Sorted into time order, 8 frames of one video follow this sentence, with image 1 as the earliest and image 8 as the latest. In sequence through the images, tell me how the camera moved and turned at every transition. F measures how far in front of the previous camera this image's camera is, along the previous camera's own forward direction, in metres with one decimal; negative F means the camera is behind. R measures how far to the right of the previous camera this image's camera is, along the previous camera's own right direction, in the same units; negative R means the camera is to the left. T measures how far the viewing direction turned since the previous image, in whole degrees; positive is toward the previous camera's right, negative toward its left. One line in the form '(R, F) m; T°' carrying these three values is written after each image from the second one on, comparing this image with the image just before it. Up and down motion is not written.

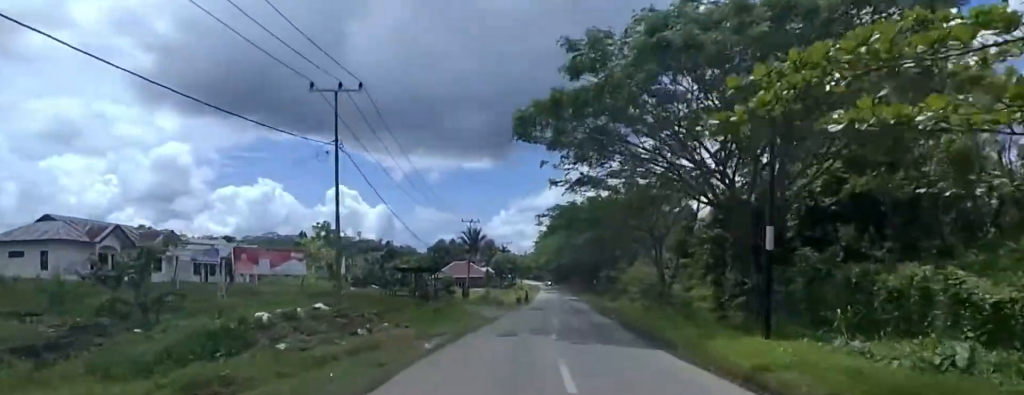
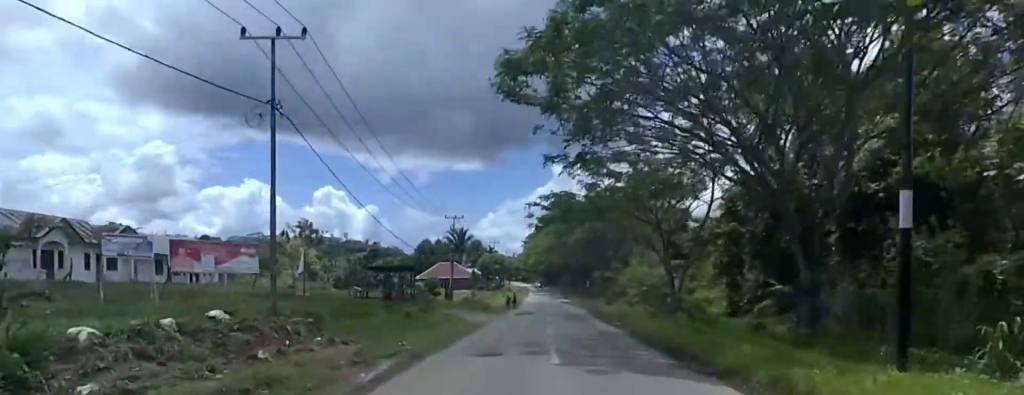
(0.0, +4.7) m; 0°
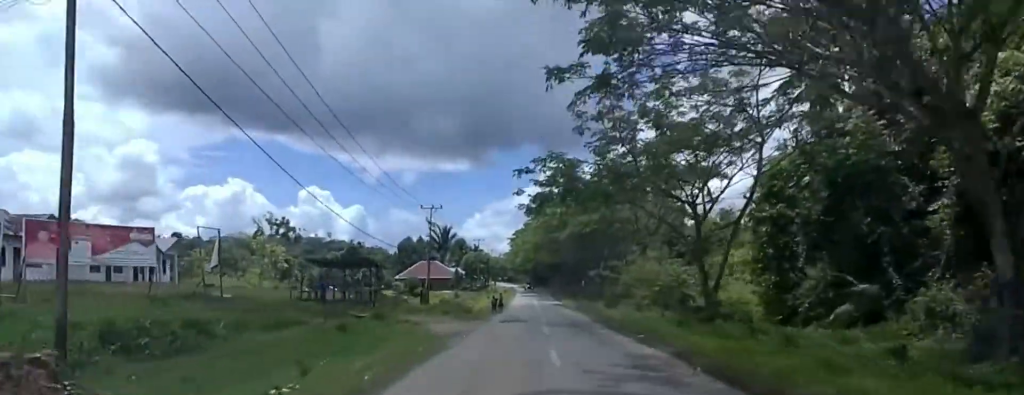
(0.0, +7.5) m; 0°
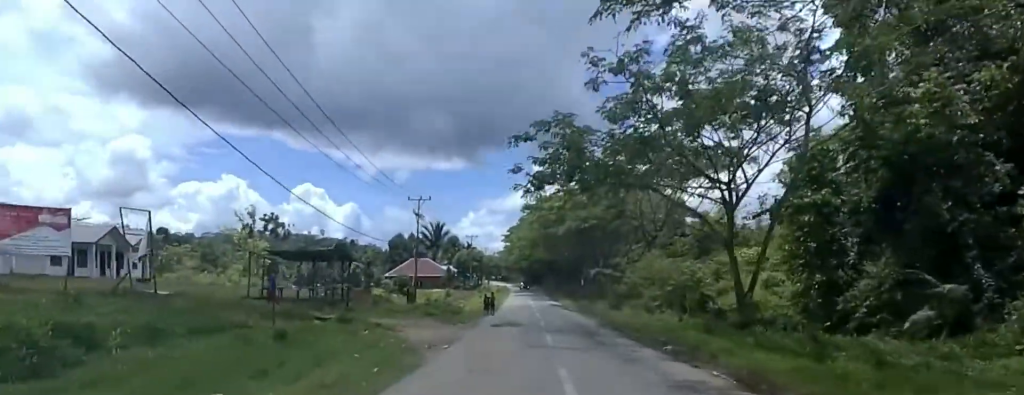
(0.0, +4.1) m; 0°
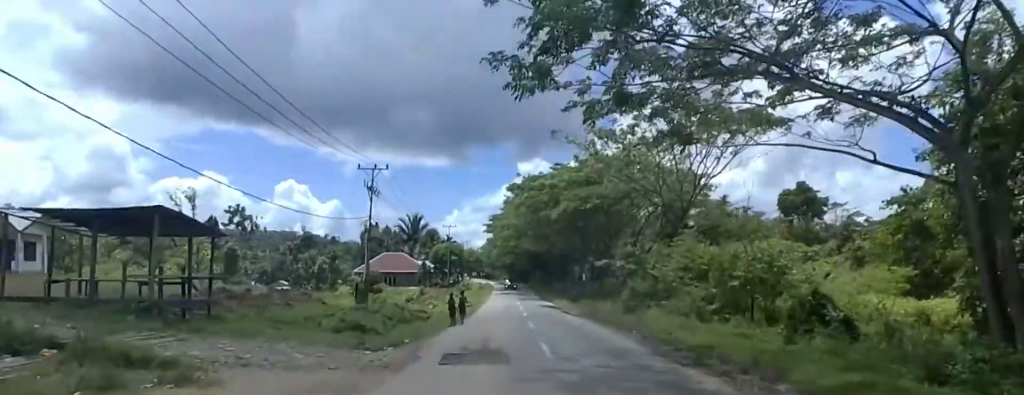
(0.0, +12.3) m; 0°
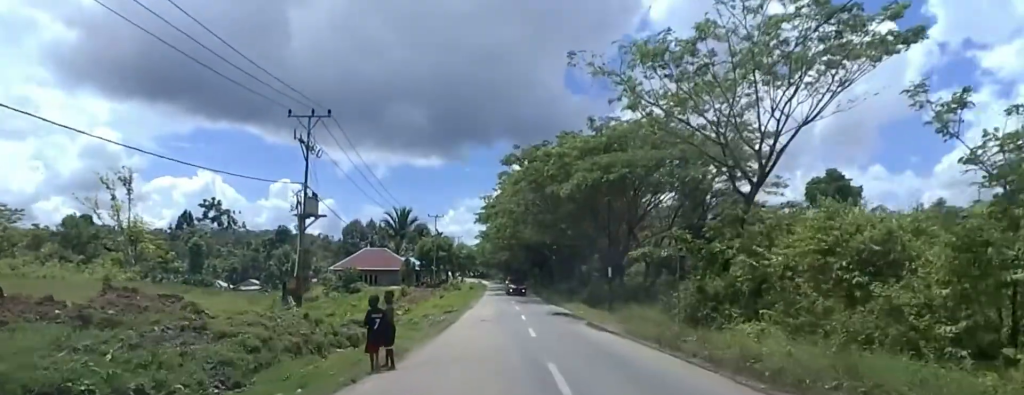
(0.0, +13.9) m; 0°
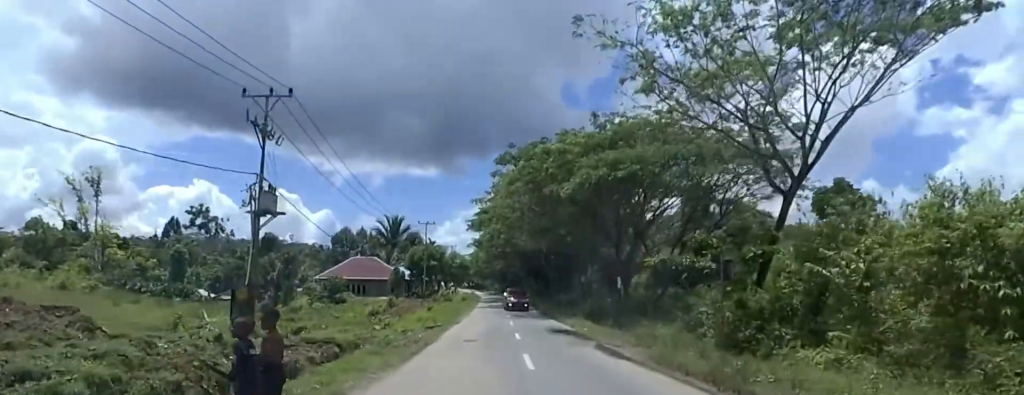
(0.0, +5.6) m; 0°
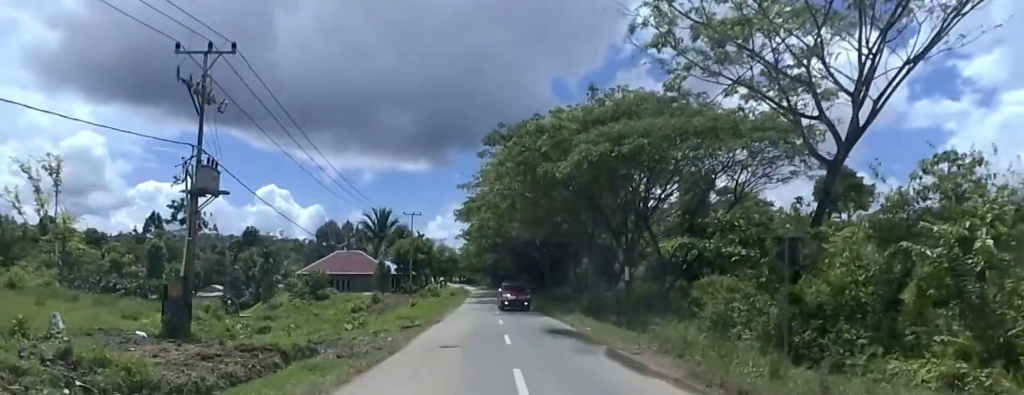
(0.0, +4.8) m; 0°
